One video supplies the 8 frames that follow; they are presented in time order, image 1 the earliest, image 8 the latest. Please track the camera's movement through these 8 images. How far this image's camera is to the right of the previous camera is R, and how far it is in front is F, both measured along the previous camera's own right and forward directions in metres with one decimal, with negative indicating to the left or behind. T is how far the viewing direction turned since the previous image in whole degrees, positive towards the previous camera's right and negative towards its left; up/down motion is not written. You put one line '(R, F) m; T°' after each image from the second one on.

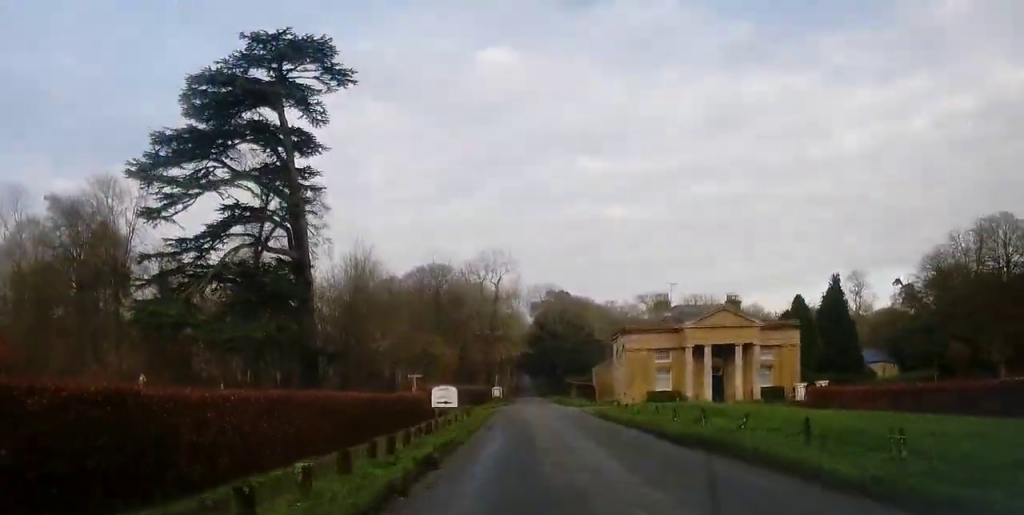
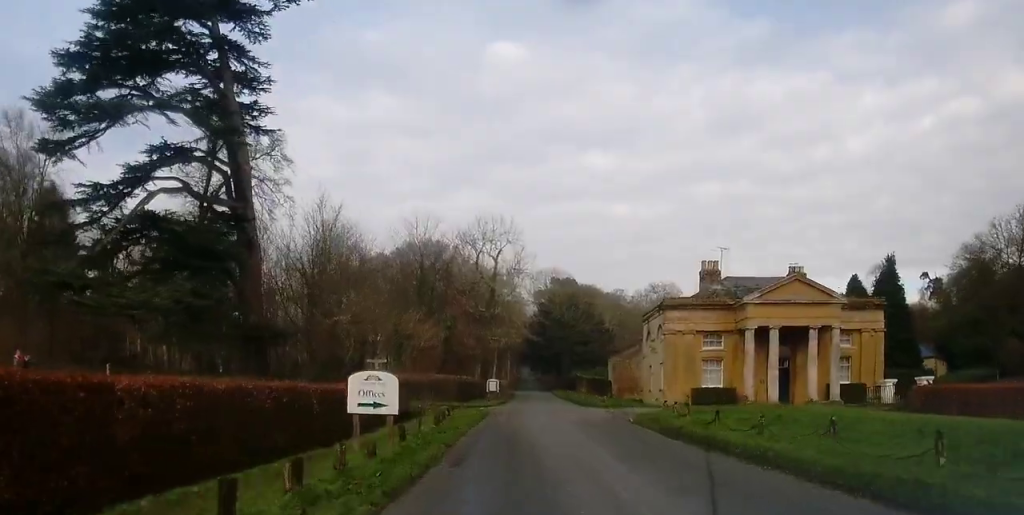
(-0.3, +14.3) m; -1°
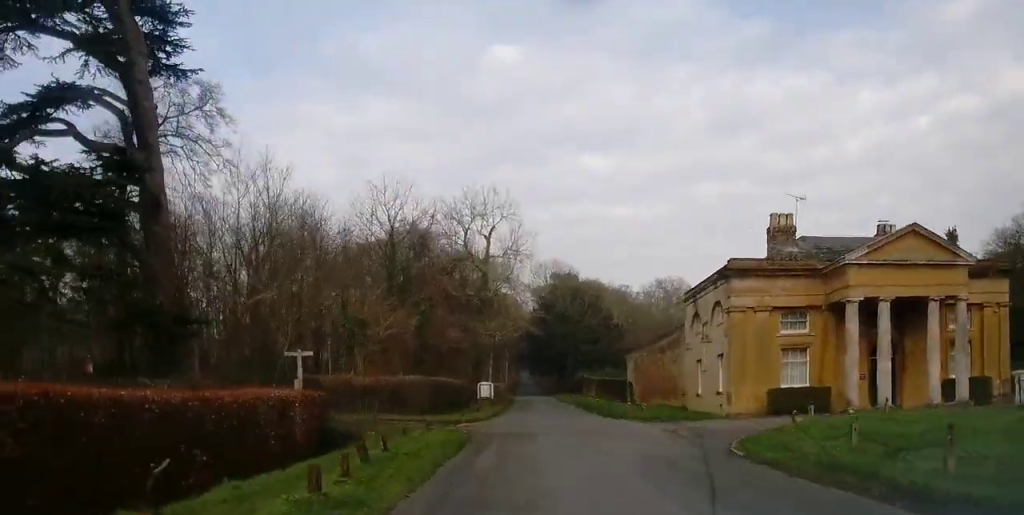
(-0.1, +13.4) m; +1°
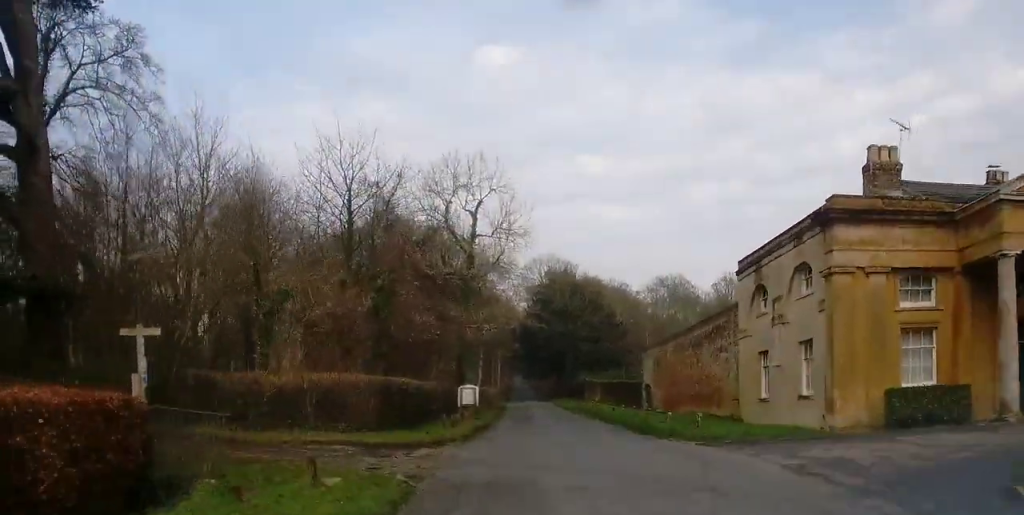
(+0.2, +10.5) m; 0°
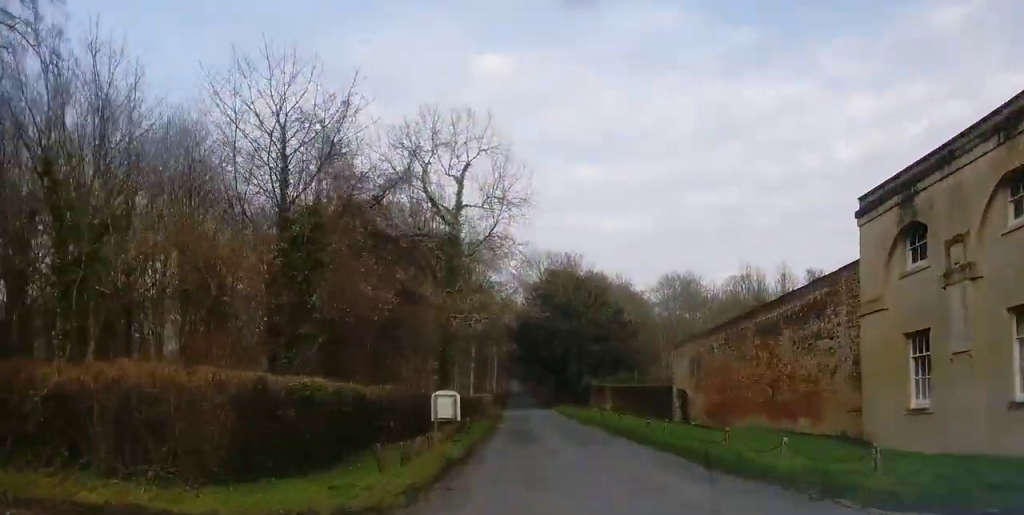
(+0.1, +10.6) m; 0°
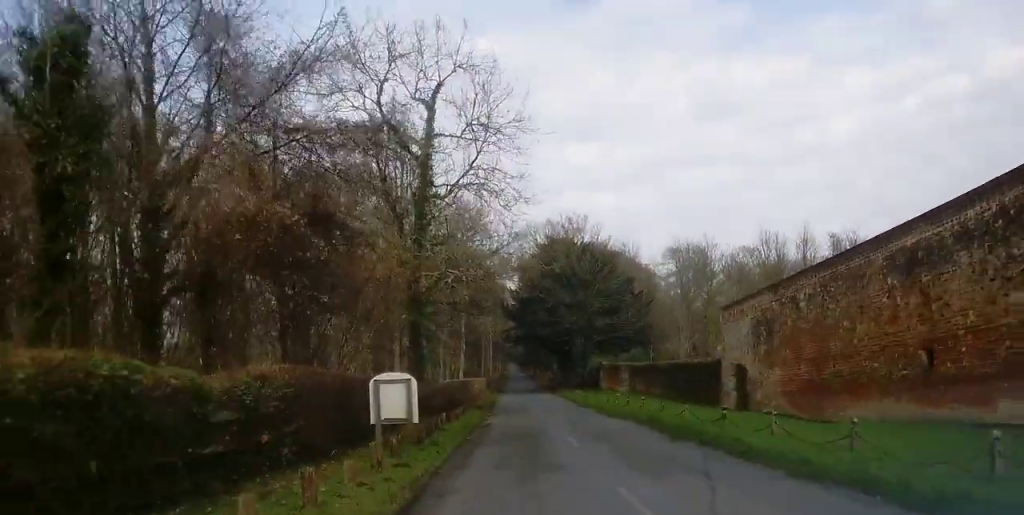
(-0.3, +10.2) m; 0°
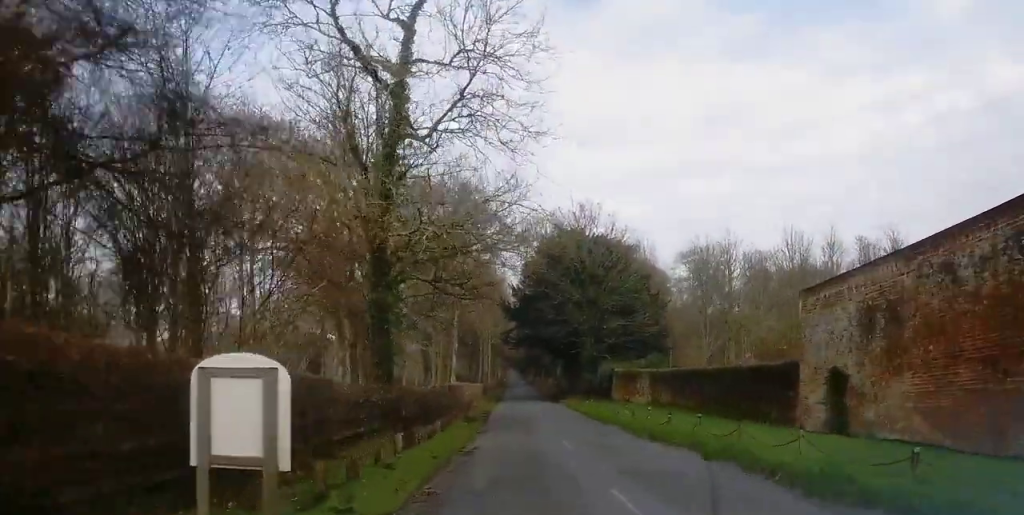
(0.0, +8.6) m; 0°
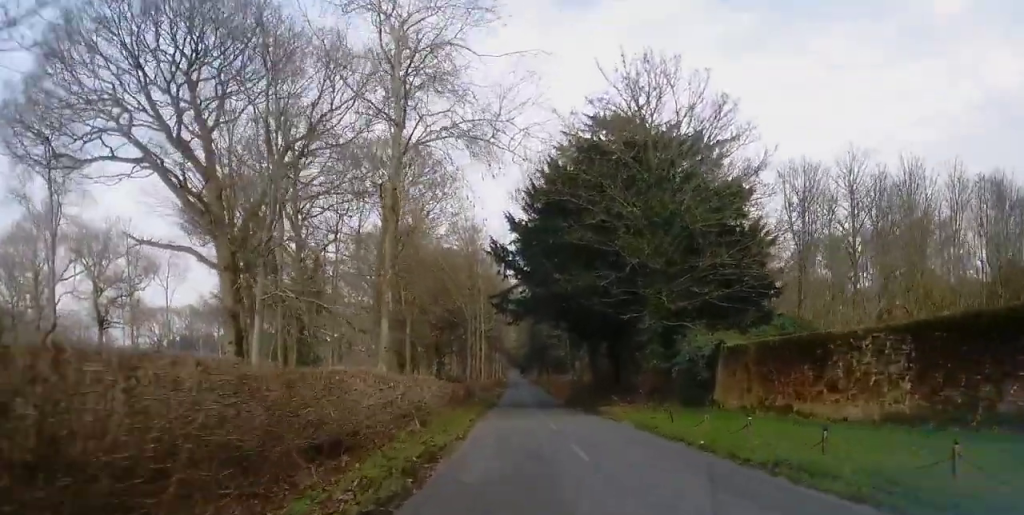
(+0.3, +29.8) m; 0°
